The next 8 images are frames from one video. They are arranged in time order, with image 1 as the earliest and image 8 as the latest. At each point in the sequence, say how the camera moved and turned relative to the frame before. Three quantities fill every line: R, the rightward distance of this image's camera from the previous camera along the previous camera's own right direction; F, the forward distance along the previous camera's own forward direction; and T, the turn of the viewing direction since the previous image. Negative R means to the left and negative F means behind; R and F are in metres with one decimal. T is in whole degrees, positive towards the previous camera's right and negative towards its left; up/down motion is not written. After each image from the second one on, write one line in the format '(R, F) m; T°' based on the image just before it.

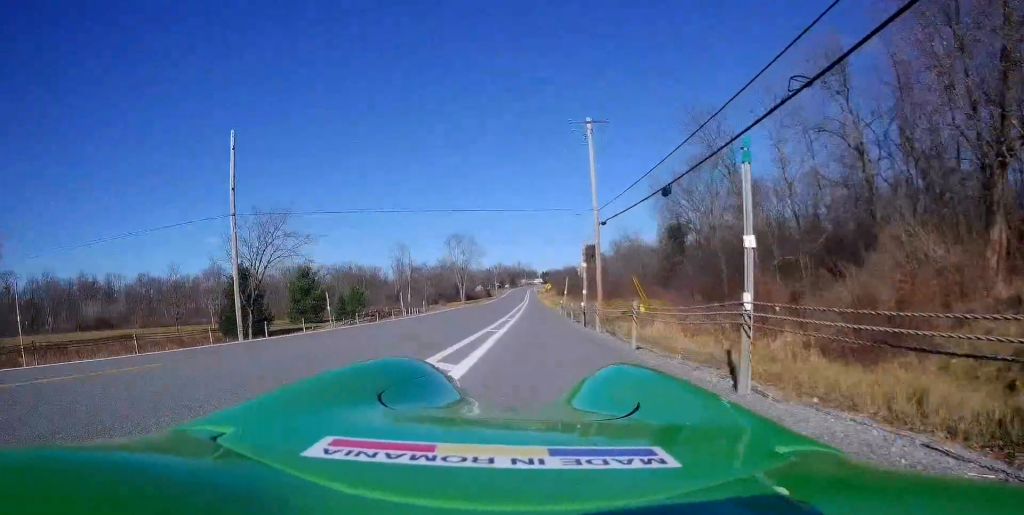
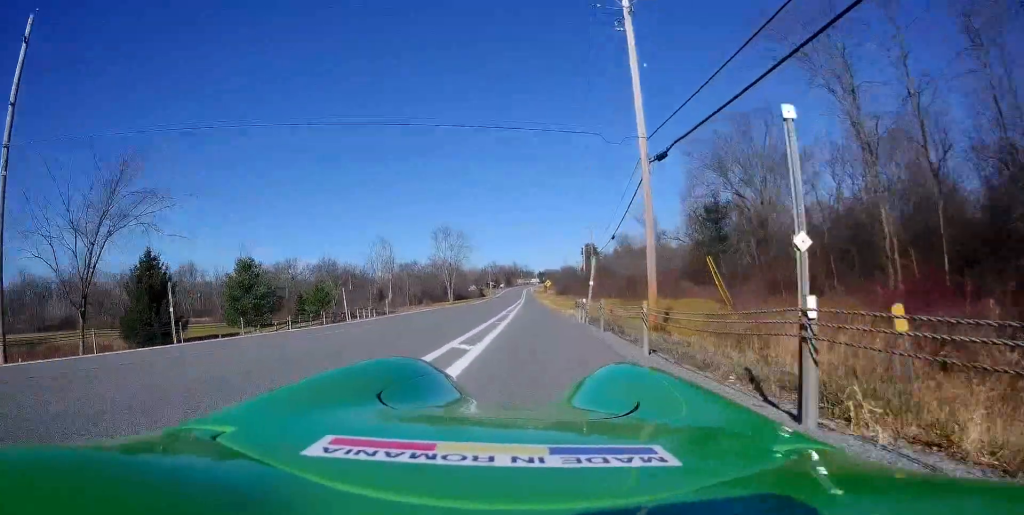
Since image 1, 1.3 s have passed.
(-0.6, +15.7) m; -3°
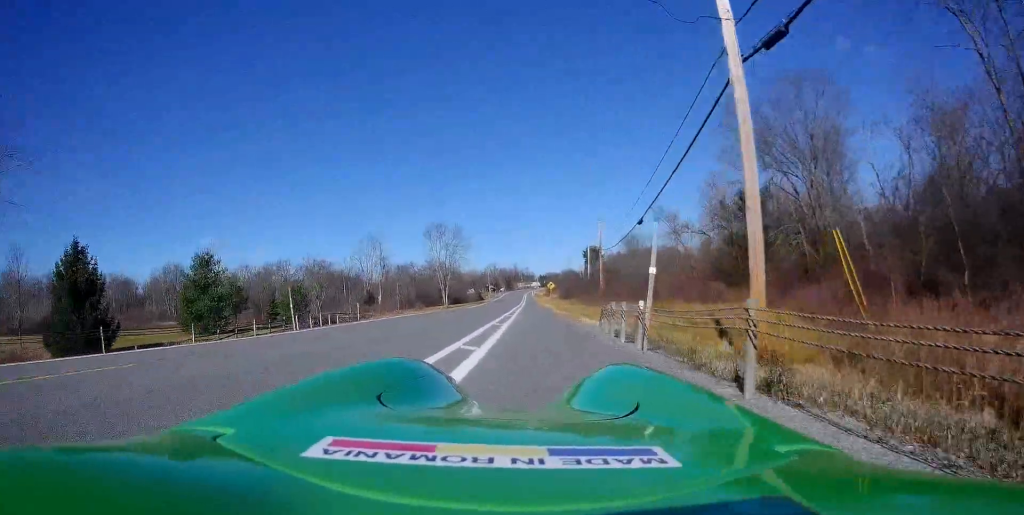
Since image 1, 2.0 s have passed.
(+0.2, +9.2) m; +1°
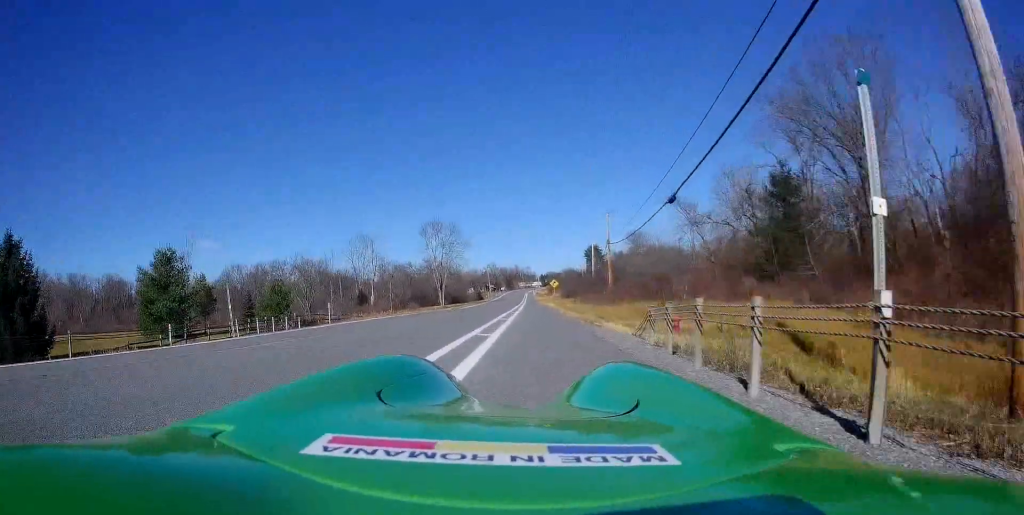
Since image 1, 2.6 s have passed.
(+0.1, +6.6) m; +1°
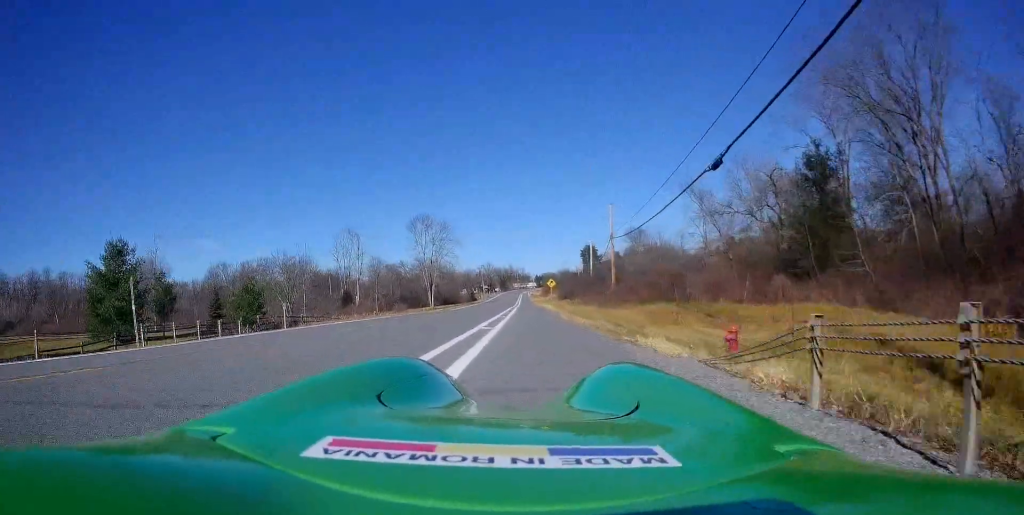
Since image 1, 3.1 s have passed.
(-0.1, +6.0) m; 0°
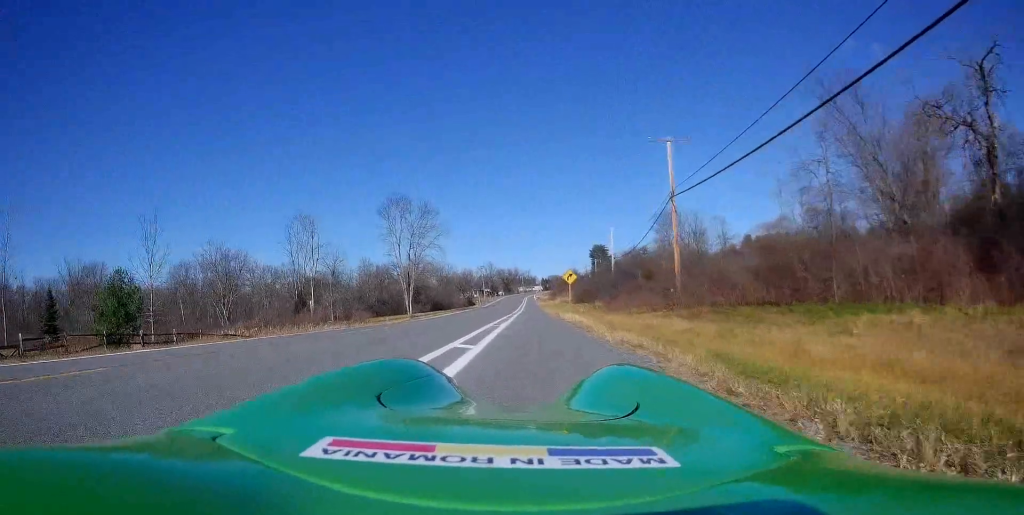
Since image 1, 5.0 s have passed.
(-0.3, +23.6) m; -2°
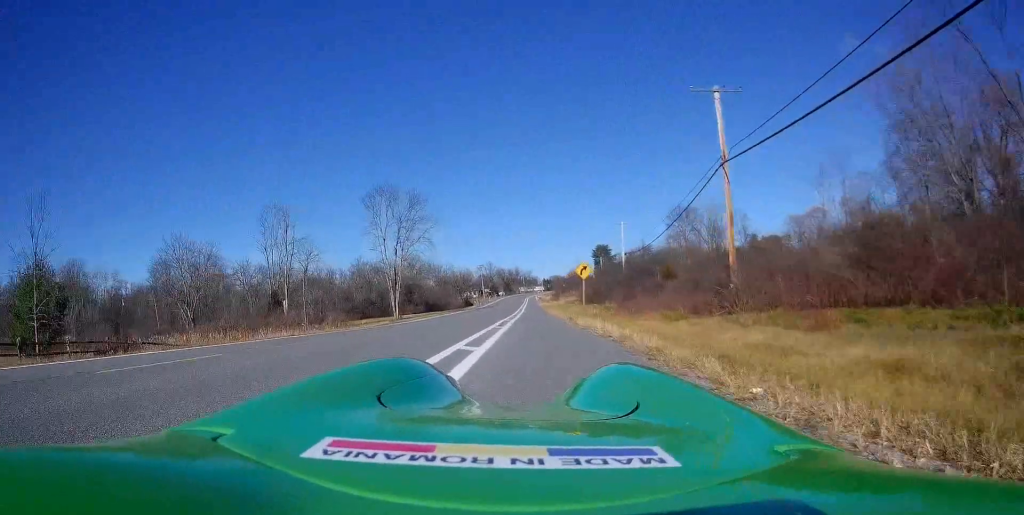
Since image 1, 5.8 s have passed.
(0.0, +9.1) m; +1°
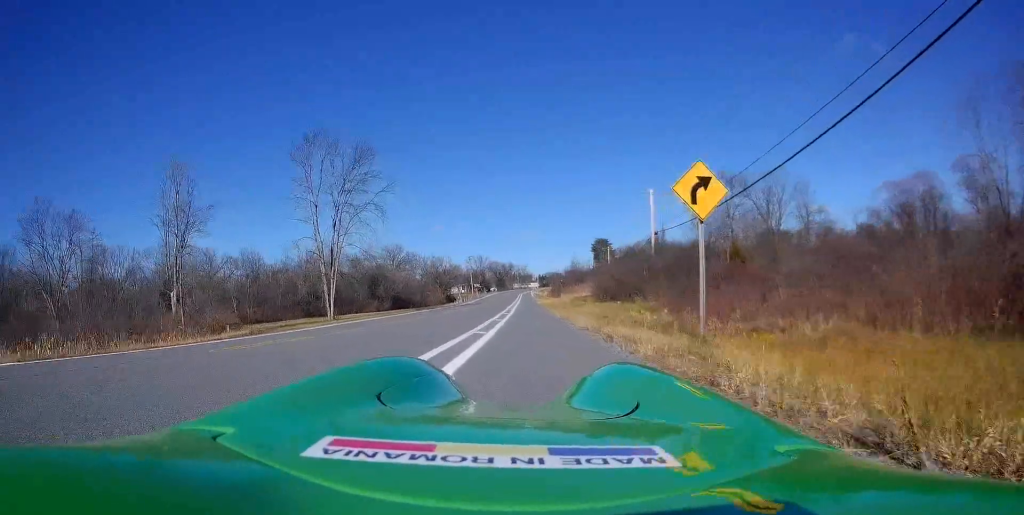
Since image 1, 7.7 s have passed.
(+0.8, +22.9) m; 0°
